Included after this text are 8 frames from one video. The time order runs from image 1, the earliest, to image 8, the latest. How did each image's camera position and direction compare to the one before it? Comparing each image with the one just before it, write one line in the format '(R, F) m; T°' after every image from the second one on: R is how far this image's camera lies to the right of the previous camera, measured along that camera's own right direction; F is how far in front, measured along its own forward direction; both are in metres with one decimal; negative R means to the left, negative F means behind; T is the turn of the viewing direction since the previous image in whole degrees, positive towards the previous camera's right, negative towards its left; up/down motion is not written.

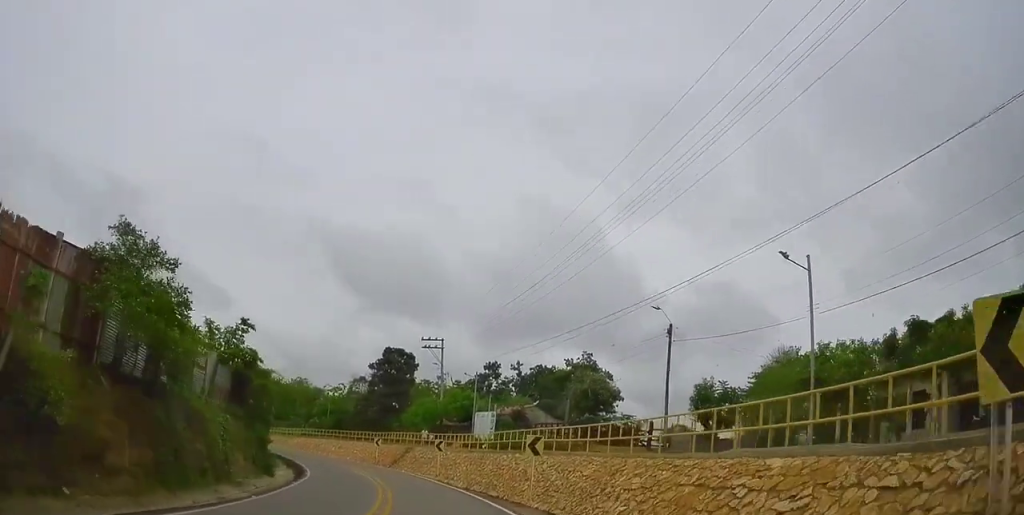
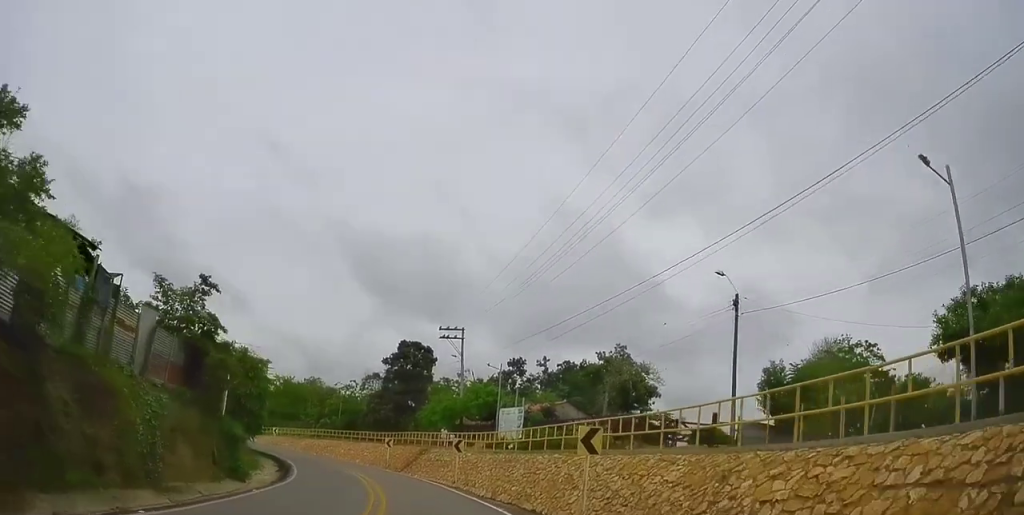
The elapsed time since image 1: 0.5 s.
(+0.1, +6.2) m; -3°
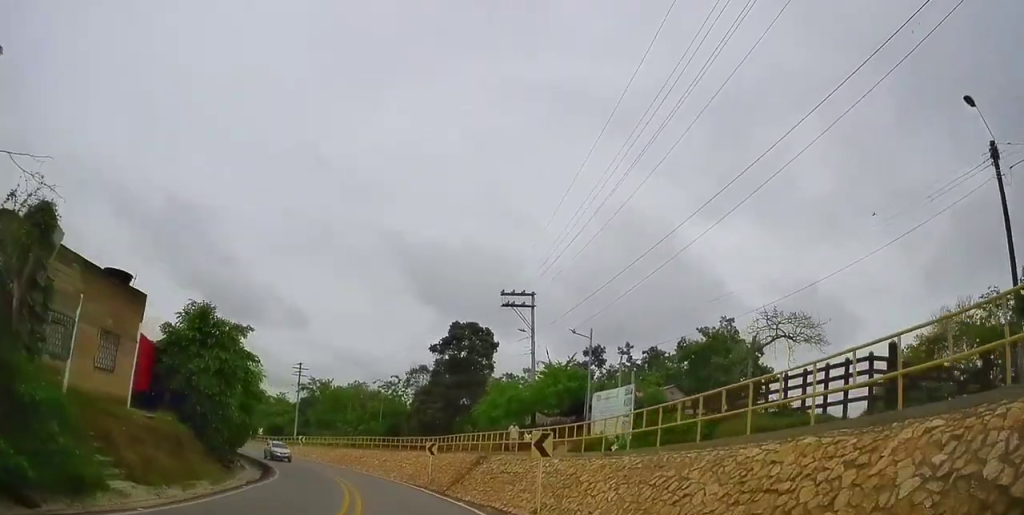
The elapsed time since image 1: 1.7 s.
(-1.3, +14.0) m; -6°
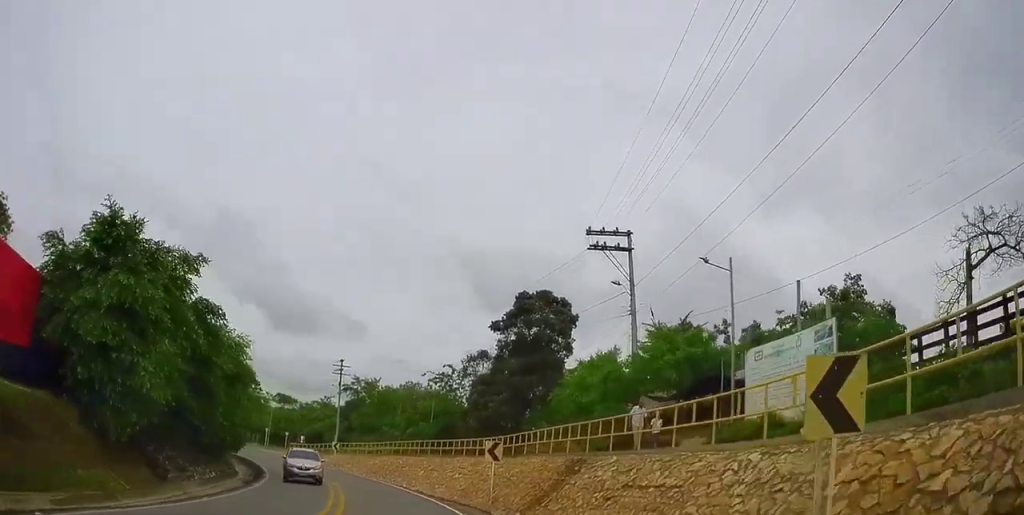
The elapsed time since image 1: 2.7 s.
(-0.1, +11.4) m; -3°
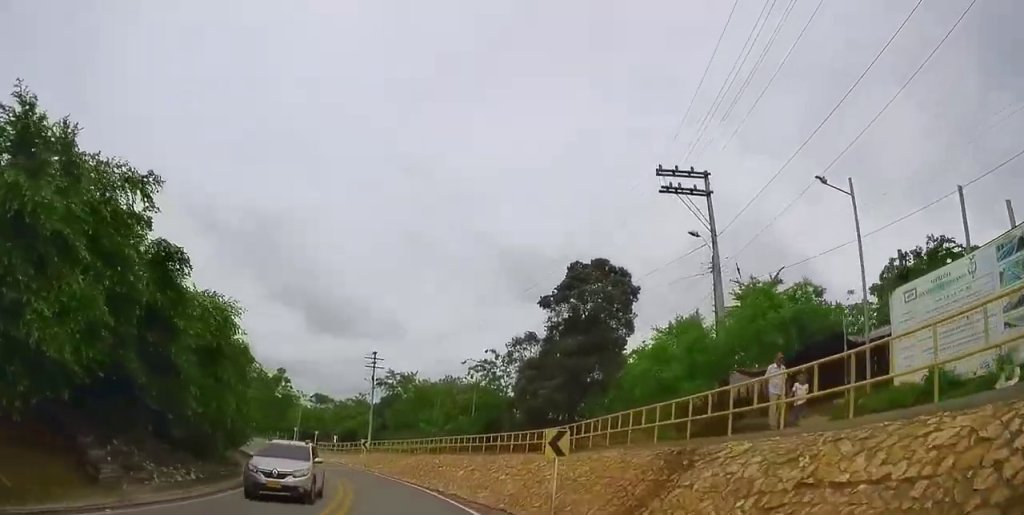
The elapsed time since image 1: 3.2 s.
(-0.1, +5.7) m; -2°
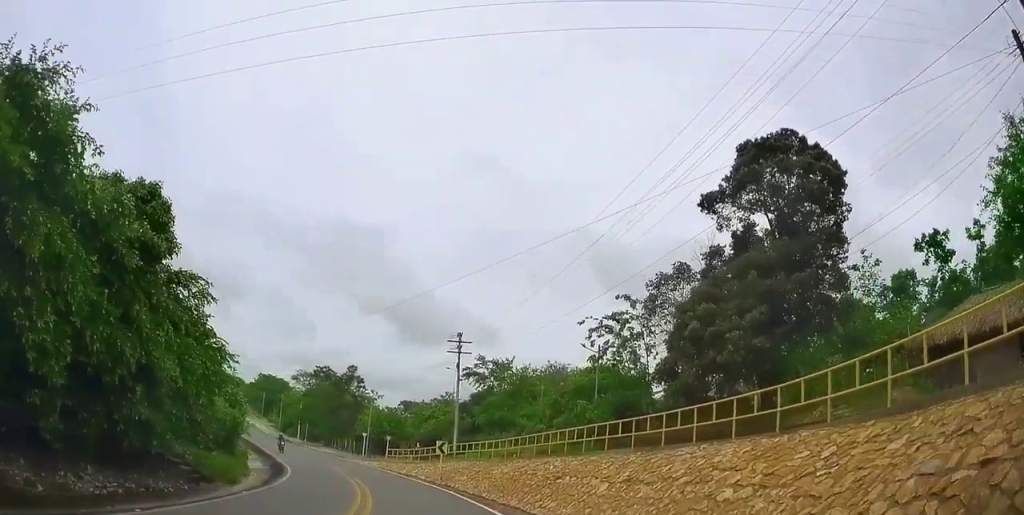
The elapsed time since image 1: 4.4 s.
(-0.6, +14.6) m; -10°
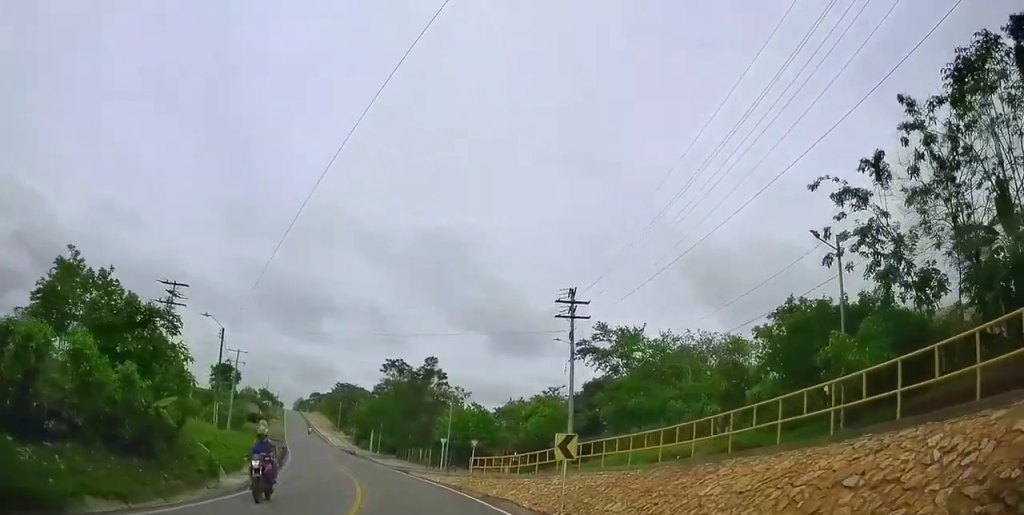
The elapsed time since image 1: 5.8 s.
(-2.3, +16.5) m; -11°
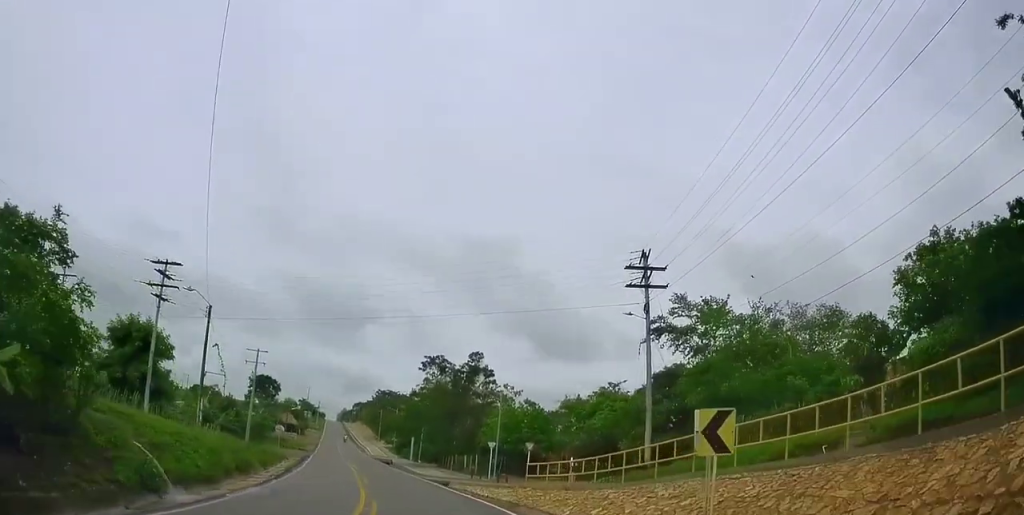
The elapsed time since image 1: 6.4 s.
(0.0, +7.8) m; -4°
